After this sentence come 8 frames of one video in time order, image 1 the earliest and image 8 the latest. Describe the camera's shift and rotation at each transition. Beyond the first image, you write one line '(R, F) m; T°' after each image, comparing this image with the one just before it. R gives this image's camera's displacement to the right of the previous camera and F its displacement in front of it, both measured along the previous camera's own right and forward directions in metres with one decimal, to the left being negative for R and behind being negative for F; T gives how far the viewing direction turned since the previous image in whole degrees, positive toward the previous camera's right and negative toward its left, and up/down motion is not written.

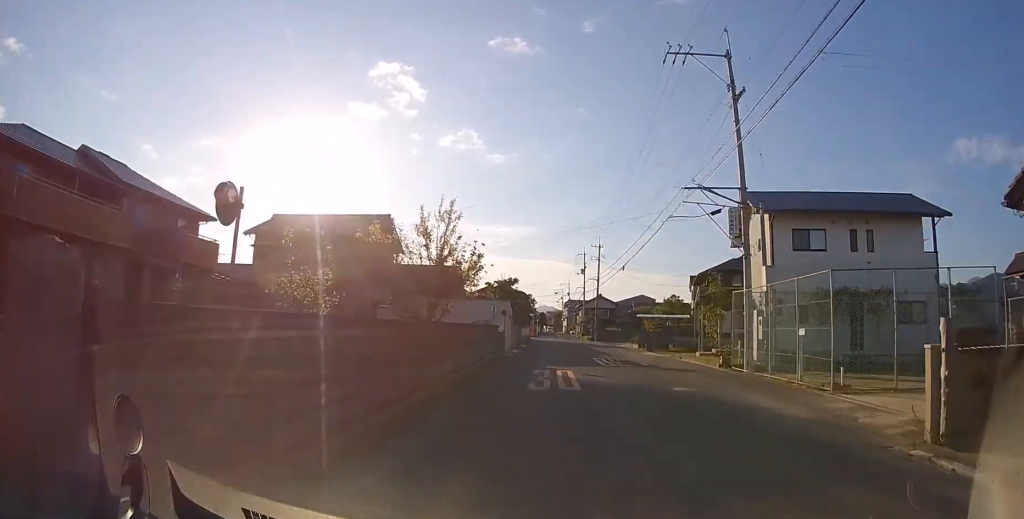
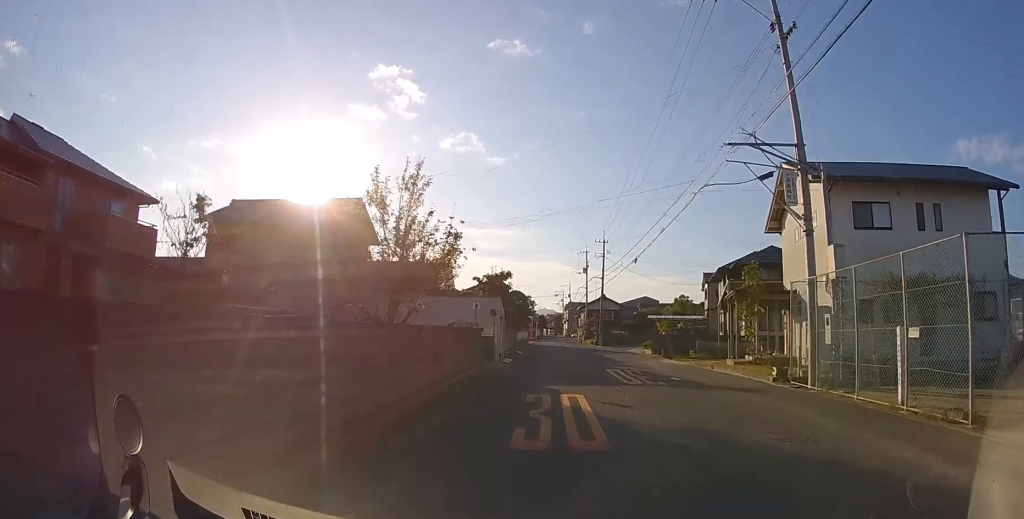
(0.0, +5.0) m; 0°
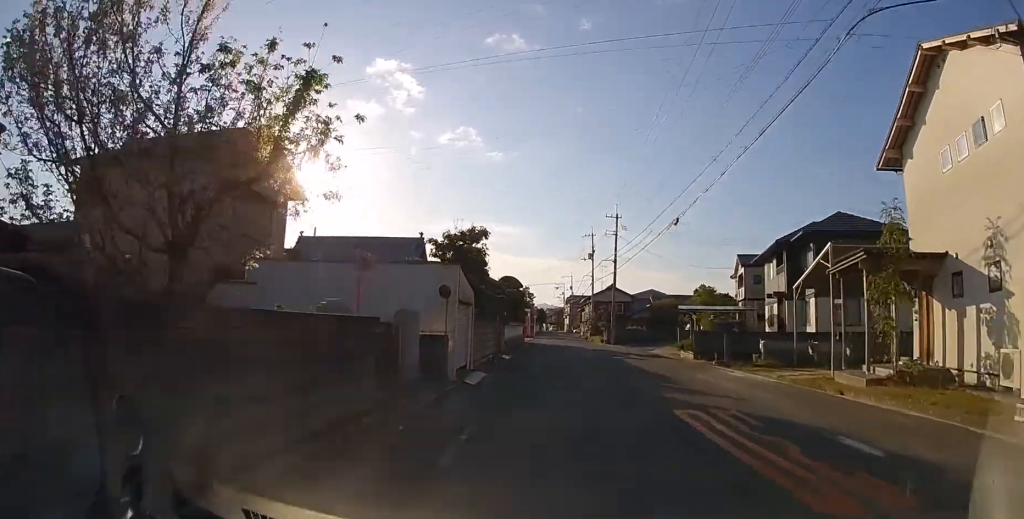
(0.0, +10.1) m; 0°
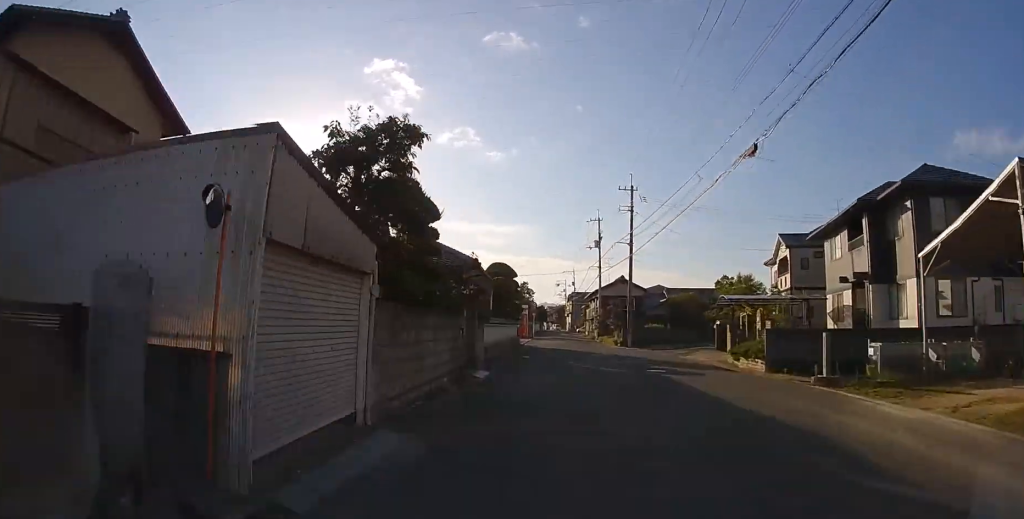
(0.0, +8.2) m; 0°
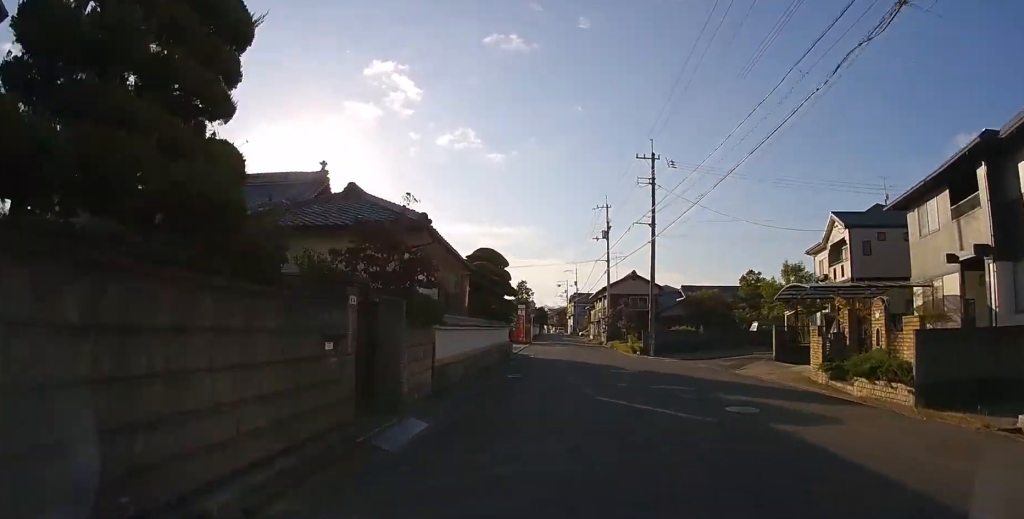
(0.0, +7.4) m; 0°
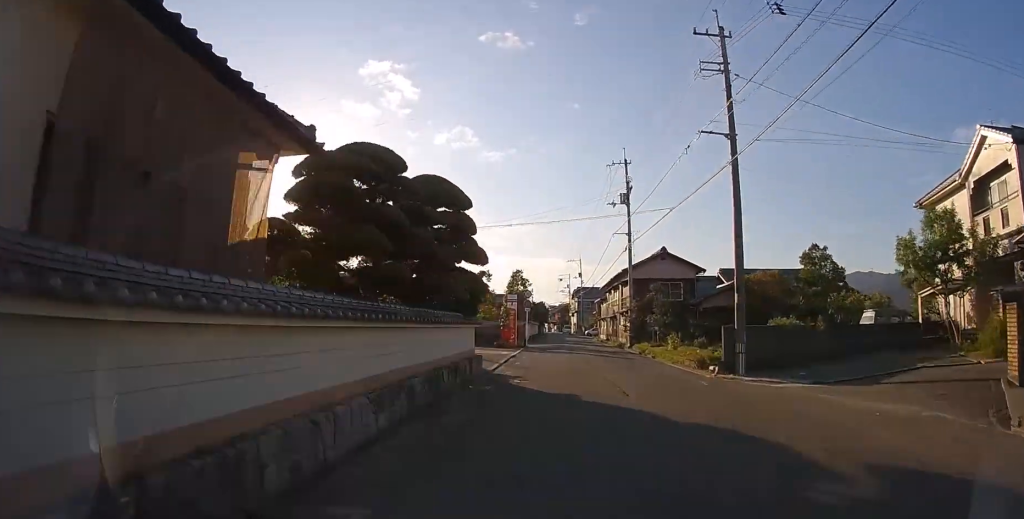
(0.0, +12.4) m; 0°
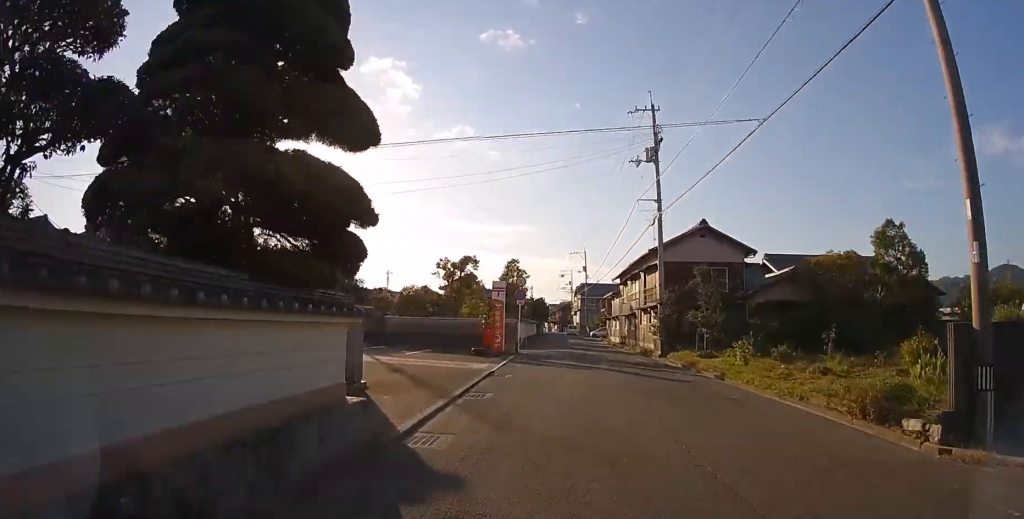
(0.0, +9.3) m; 0°
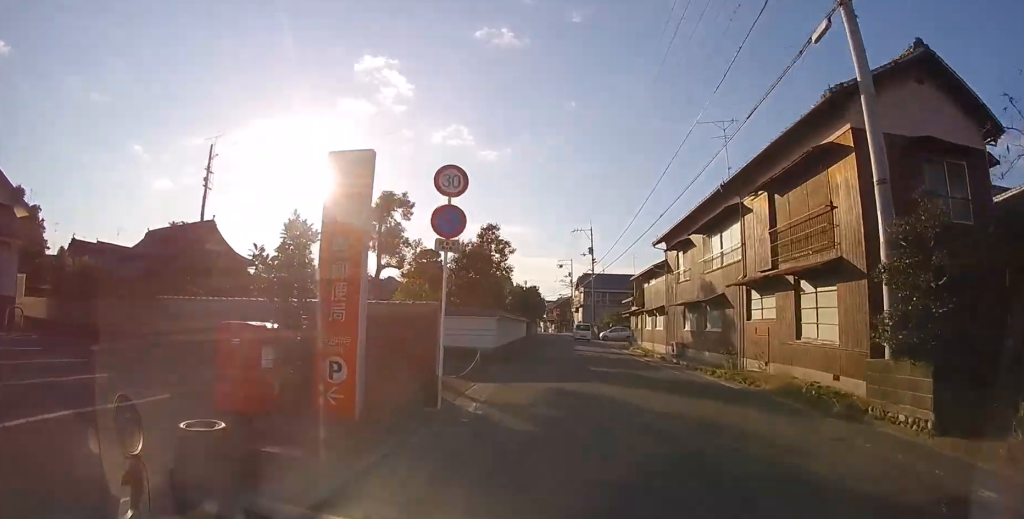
(+0.1, +18.7) m; +1°
